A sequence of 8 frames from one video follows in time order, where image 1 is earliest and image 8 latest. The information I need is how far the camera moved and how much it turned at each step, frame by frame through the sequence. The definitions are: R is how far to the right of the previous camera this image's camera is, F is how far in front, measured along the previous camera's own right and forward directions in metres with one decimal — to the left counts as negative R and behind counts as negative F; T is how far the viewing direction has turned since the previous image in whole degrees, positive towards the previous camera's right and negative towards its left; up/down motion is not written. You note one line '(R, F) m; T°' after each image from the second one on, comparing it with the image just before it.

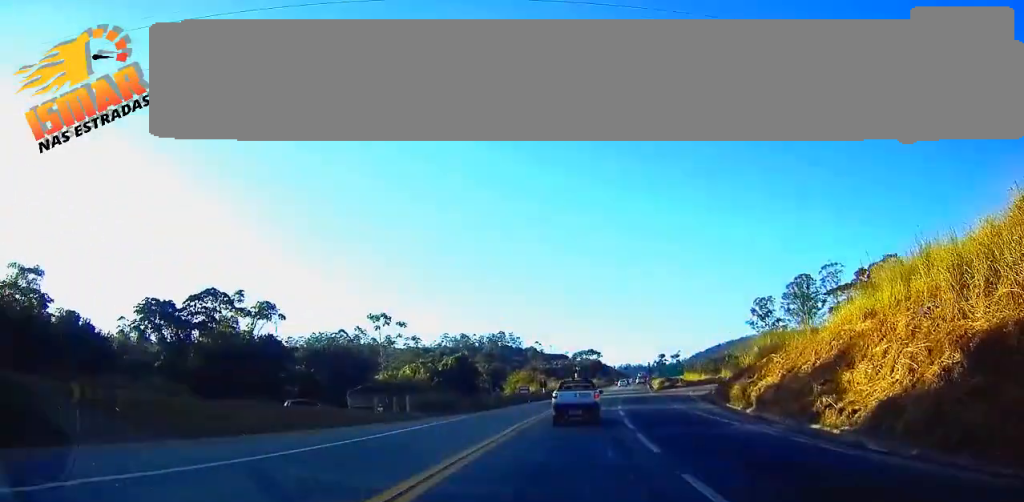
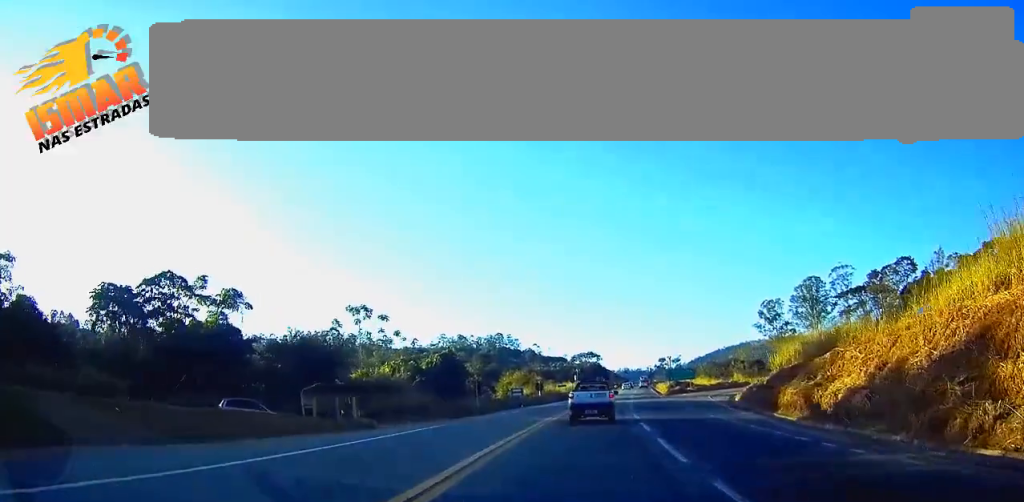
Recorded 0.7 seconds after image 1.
(+0.1, +9.0) m; +1°
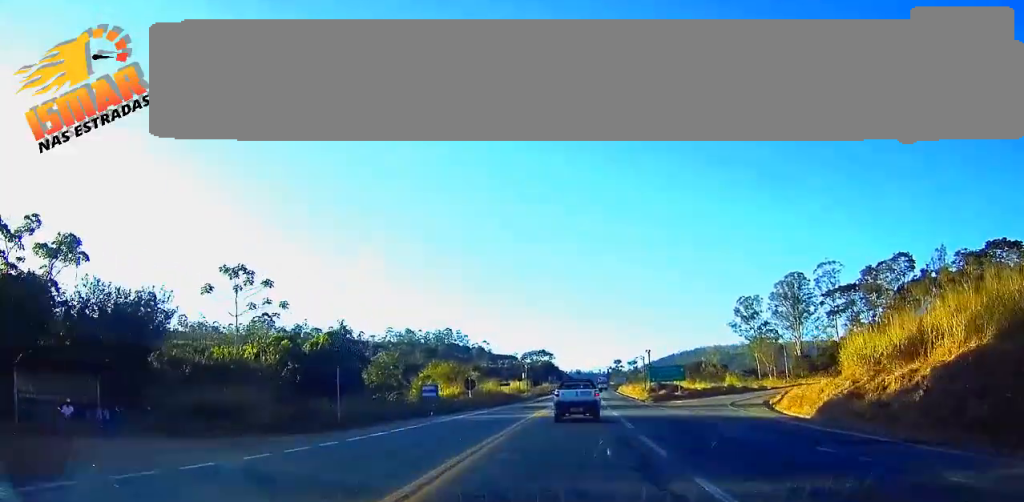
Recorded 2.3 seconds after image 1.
(+0.4, +22.7) m; +3°
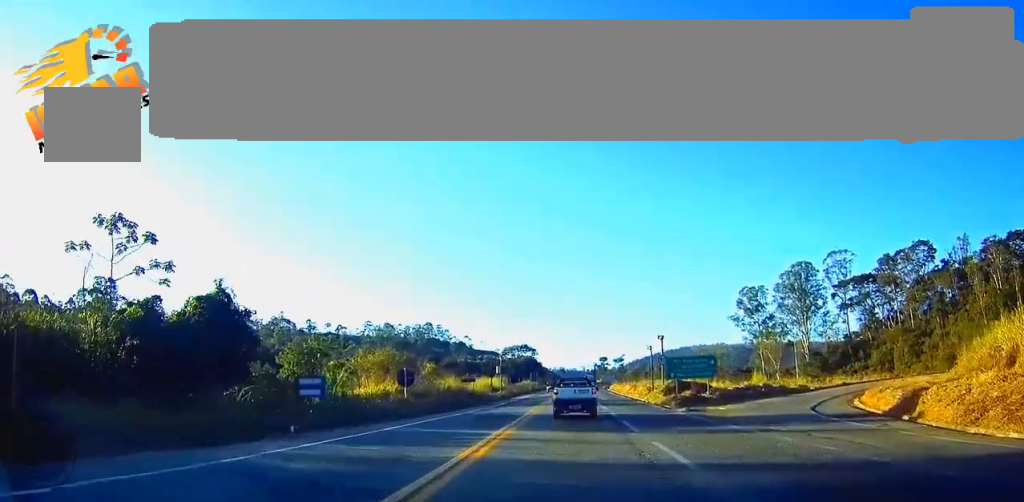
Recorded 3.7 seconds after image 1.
(+0.4, +18.9) m; +2°
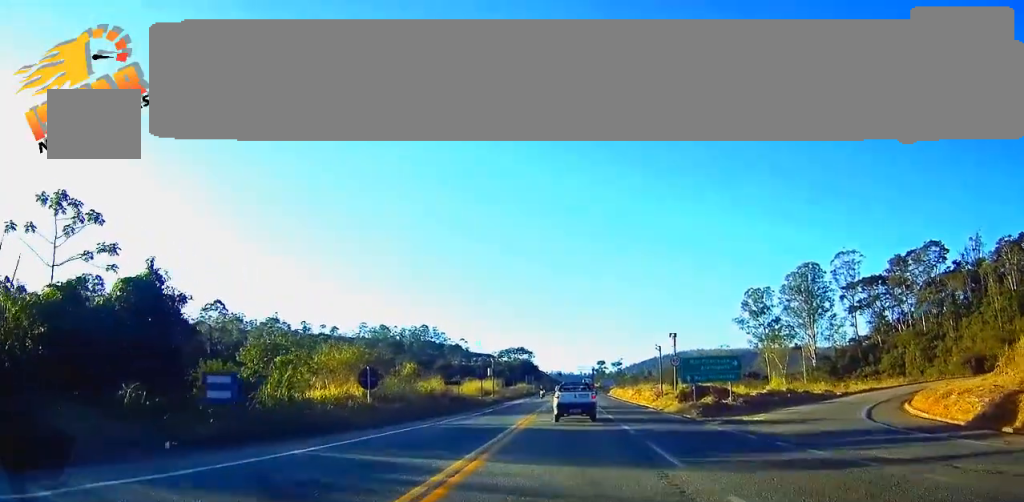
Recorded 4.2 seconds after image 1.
(0.0, +6.9) m; +1°
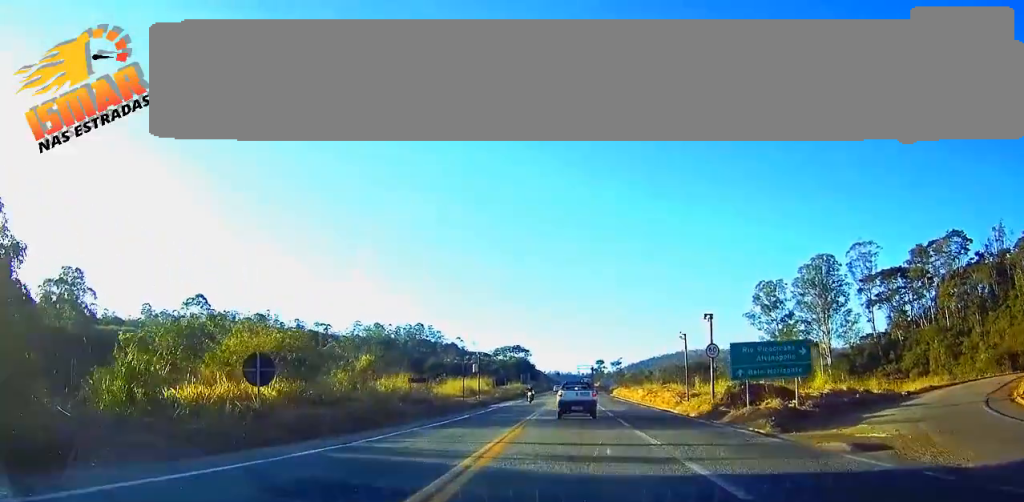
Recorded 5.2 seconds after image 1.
(+0.1, +11.9) m; +1°
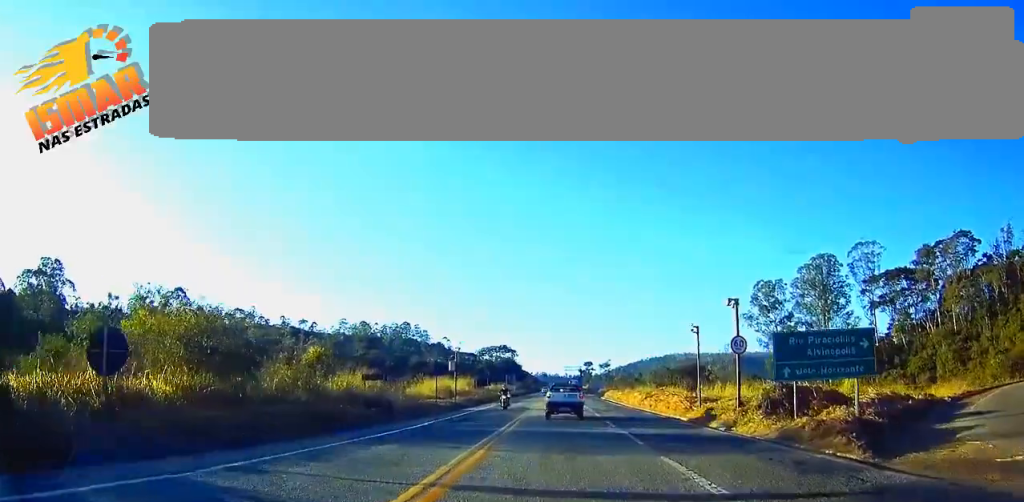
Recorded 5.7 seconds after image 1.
(0.0, +7.1) m; 0°
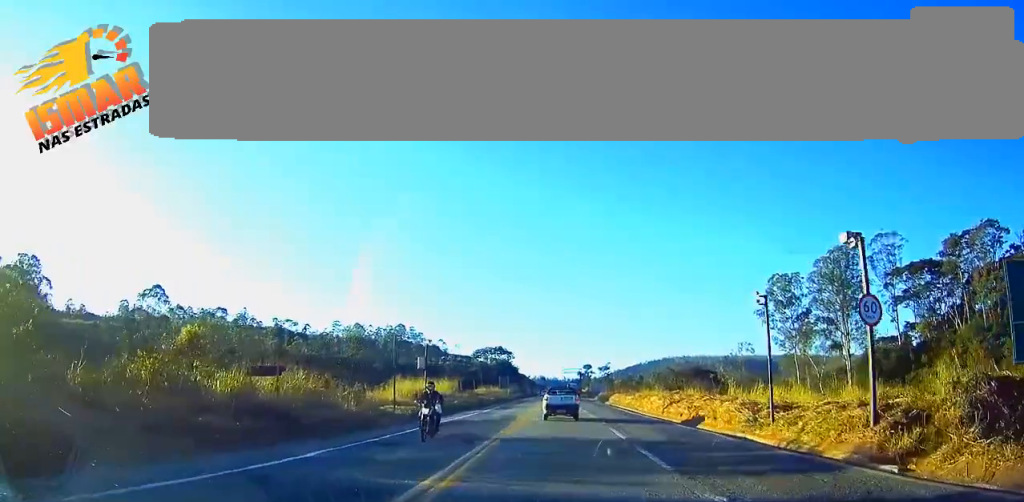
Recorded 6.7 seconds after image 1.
(0.0, +12.1) m; 0°
